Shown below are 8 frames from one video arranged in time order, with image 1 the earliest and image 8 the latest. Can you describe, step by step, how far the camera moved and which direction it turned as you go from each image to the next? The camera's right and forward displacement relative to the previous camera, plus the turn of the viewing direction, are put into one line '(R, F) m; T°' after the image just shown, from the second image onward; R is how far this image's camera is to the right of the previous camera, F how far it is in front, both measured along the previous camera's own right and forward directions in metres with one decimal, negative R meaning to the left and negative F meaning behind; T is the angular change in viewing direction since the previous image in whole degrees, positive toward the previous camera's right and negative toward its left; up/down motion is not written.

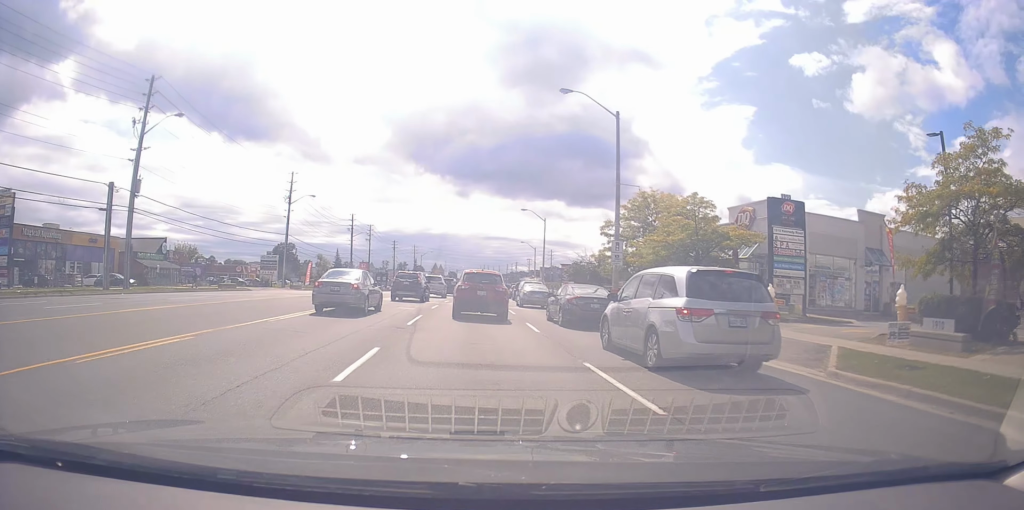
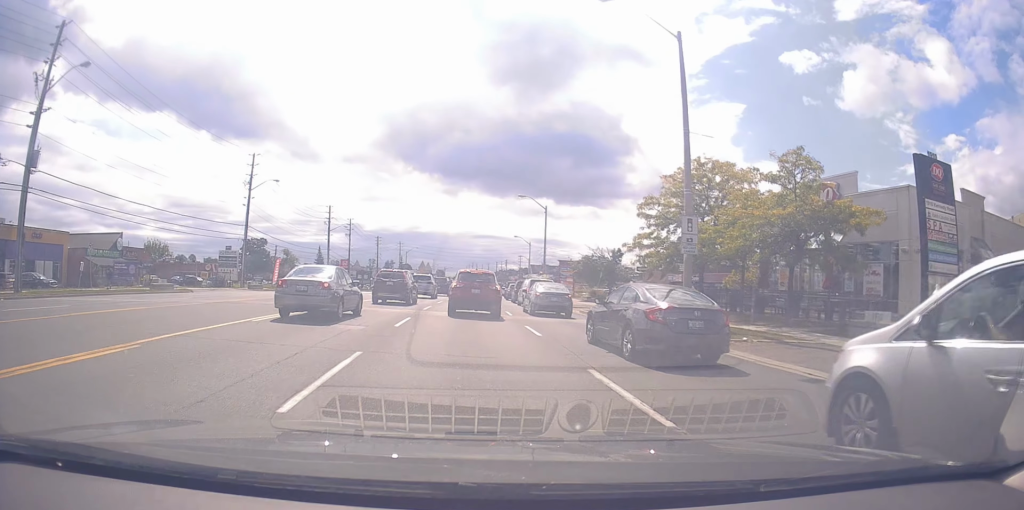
(-0.4, +10.4) m; -1°
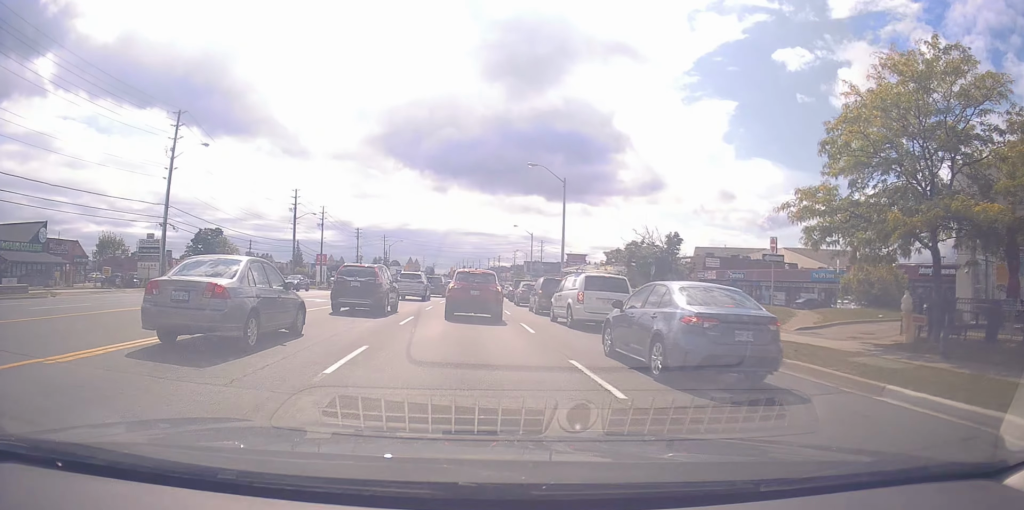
(0.0, +15.9) m; +1°
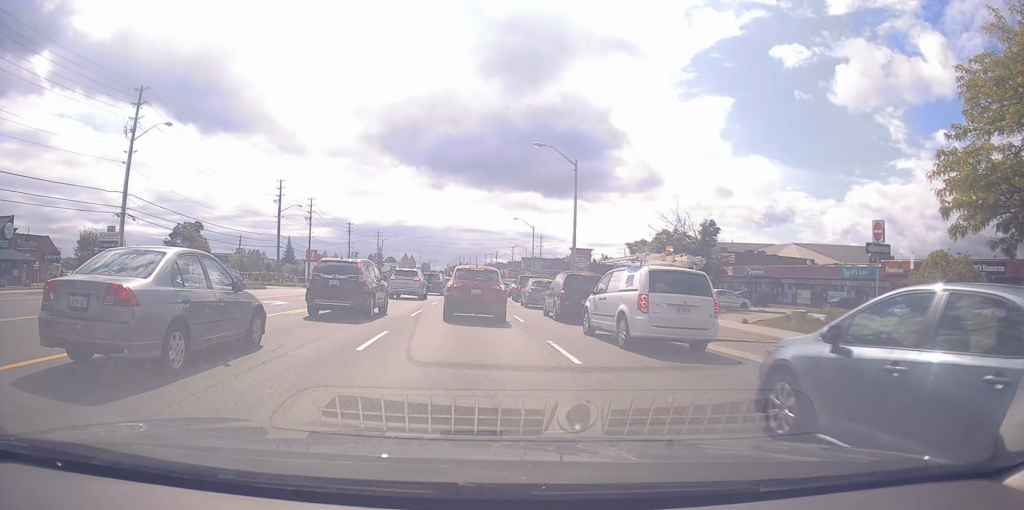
(+0.2, +6.0) m; +2°
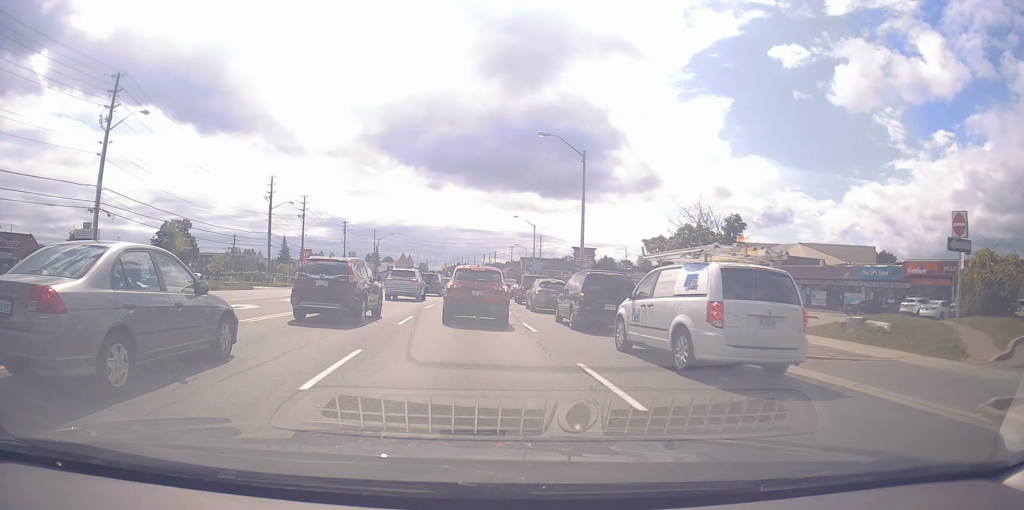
(0.0, +3.4) m; +1°
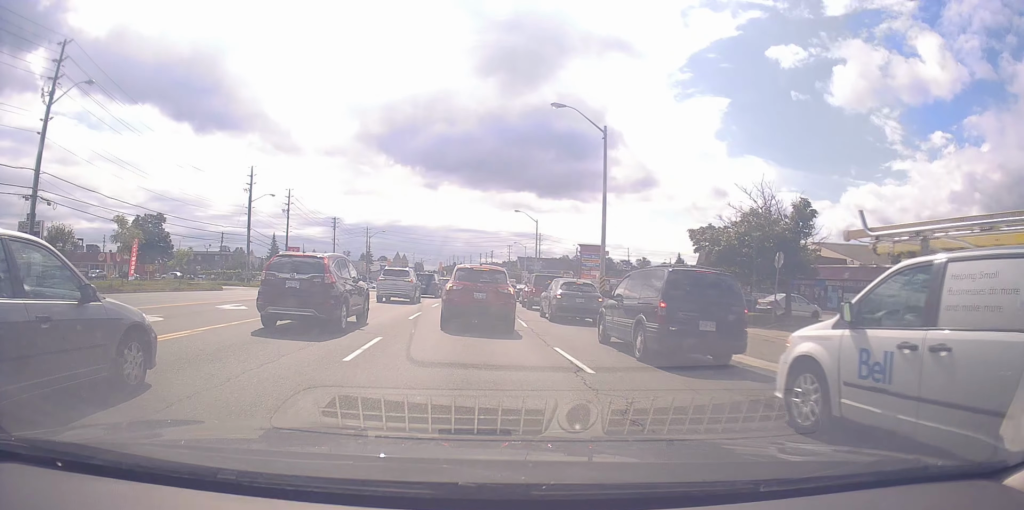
(+0.1, +7.1) m; +2°
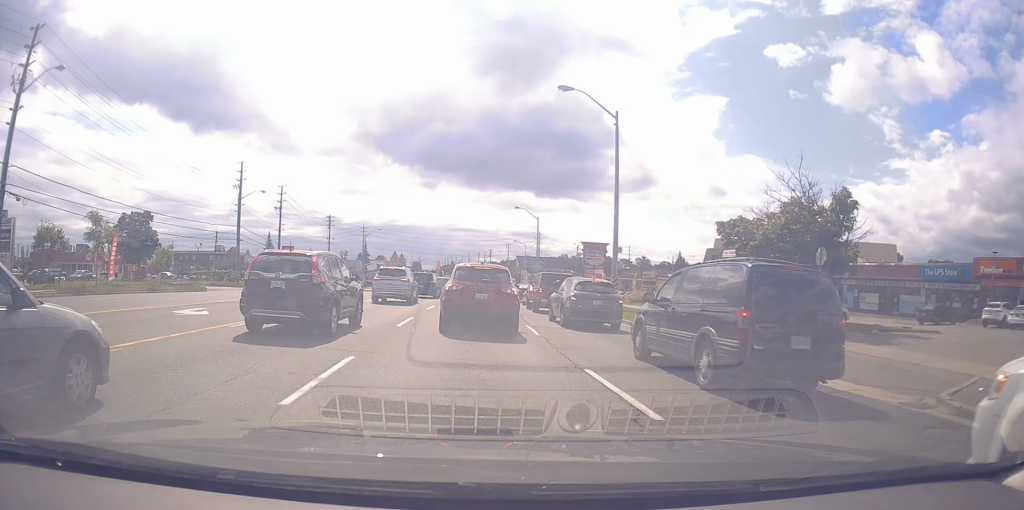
(+0.1, +3.2) m; +1°
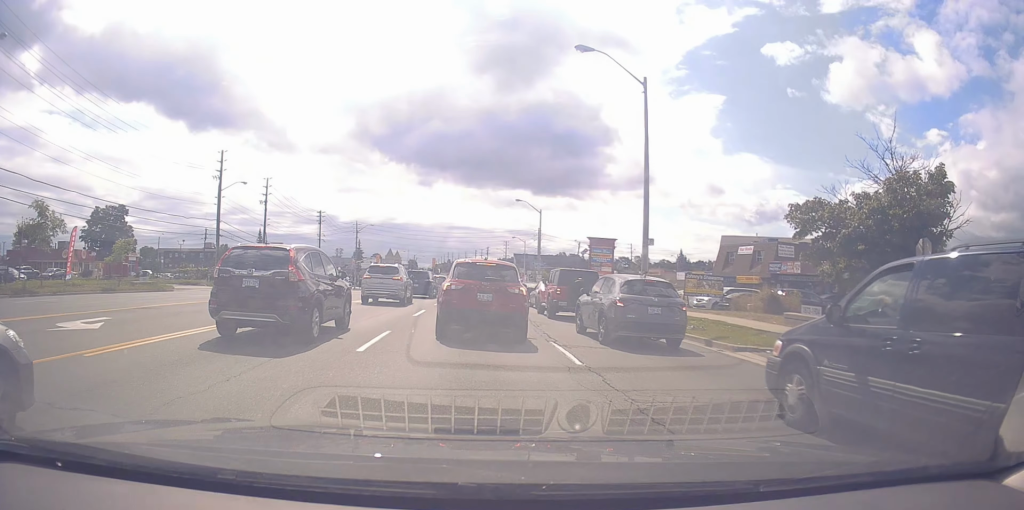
(0.0, +5.7) m; -4°
